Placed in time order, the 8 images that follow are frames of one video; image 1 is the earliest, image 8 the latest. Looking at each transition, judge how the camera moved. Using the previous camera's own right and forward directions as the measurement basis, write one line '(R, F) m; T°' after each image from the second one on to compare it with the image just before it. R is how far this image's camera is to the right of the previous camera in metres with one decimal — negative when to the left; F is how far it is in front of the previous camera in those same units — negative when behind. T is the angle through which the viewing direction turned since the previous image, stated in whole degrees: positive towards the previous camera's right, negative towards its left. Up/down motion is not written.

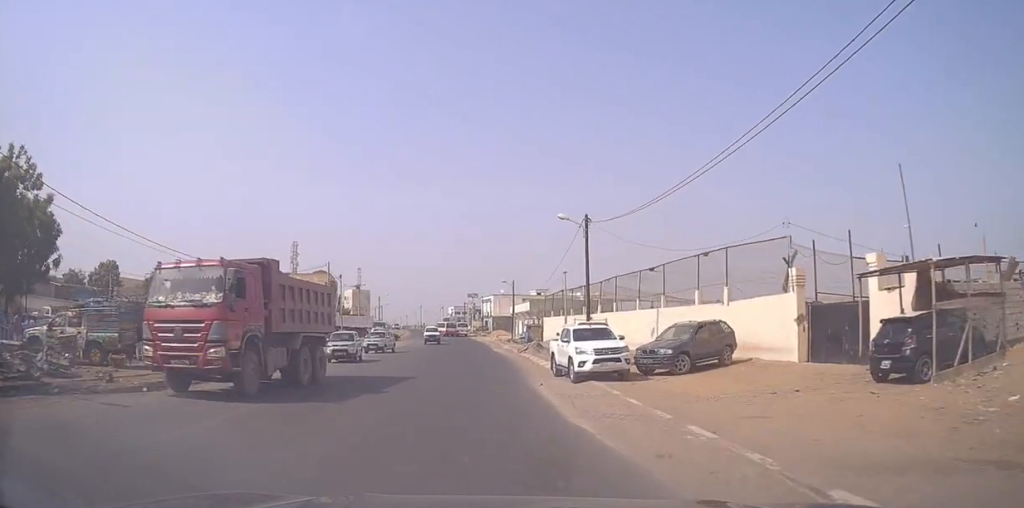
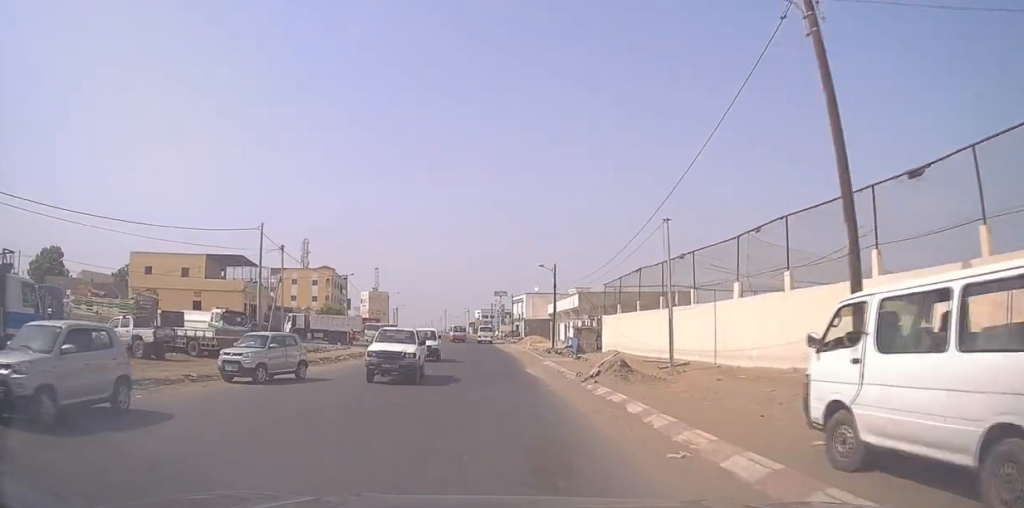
(-0.6, +22.7) m; -3°
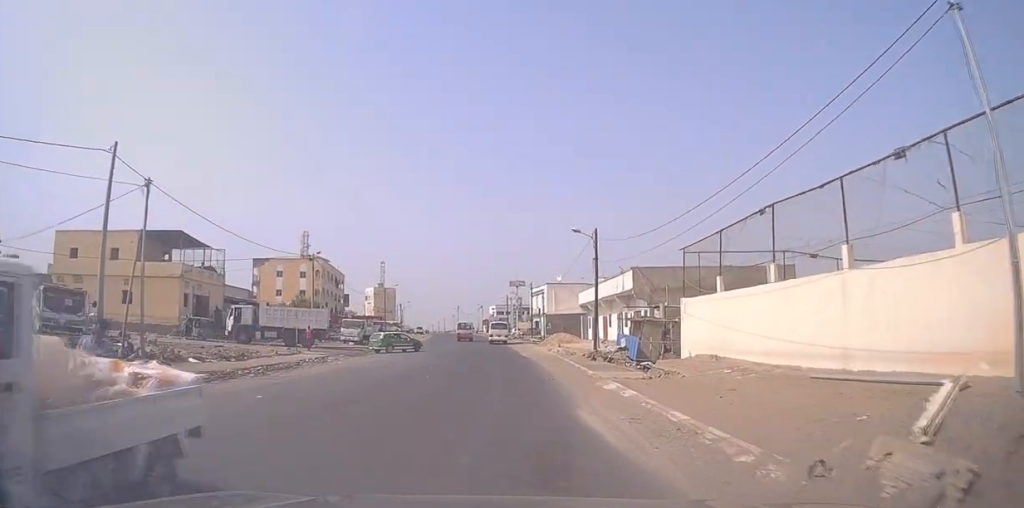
(-0.2, +16.9) m; -2°
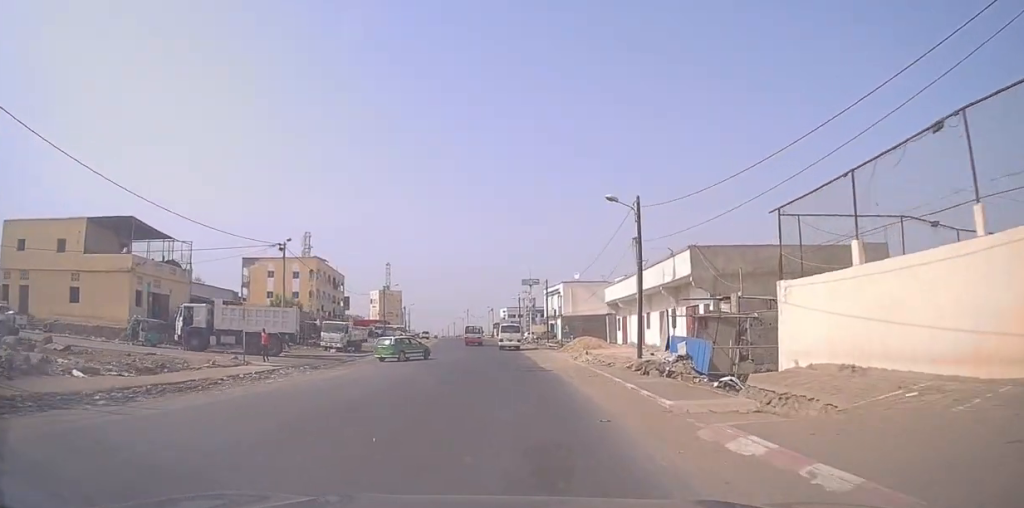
(-0.3, +9.4) m; 0°
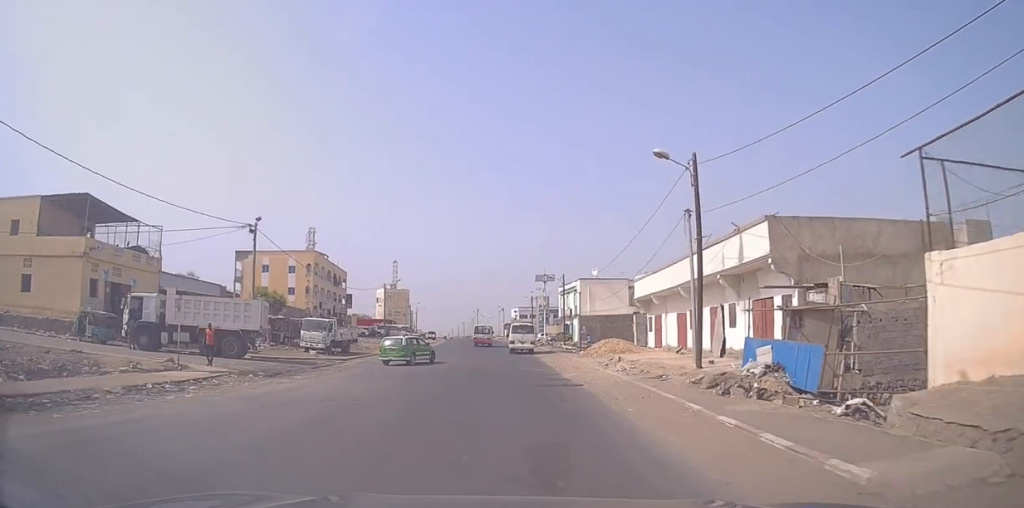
(+0.1, +7.2) m; 0°
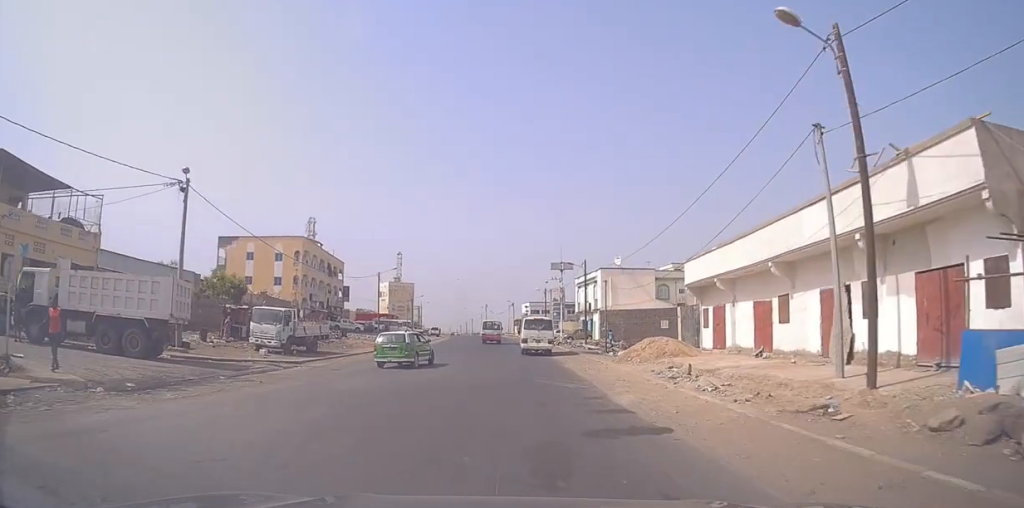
(+0.2, +10.0) m; -1°
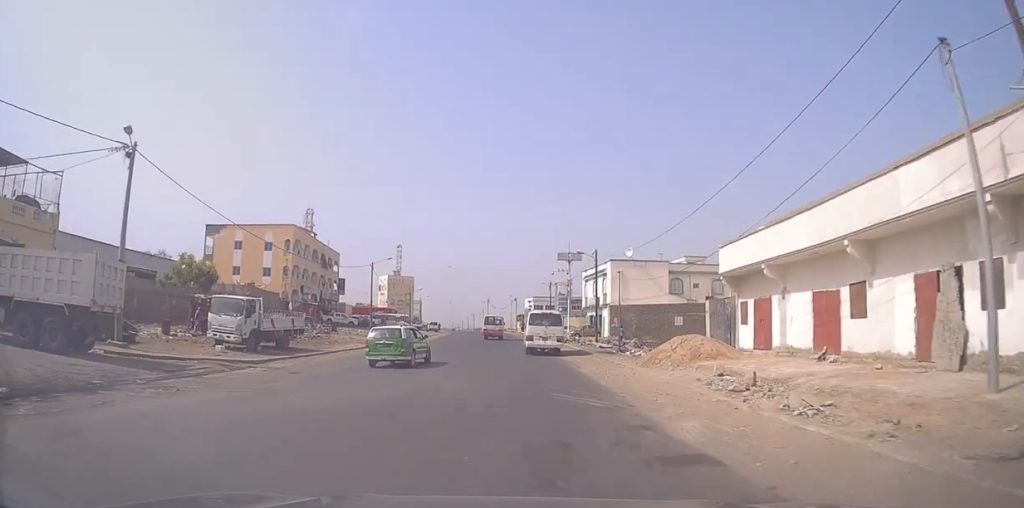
(-0.2, +5.1) m; -2°
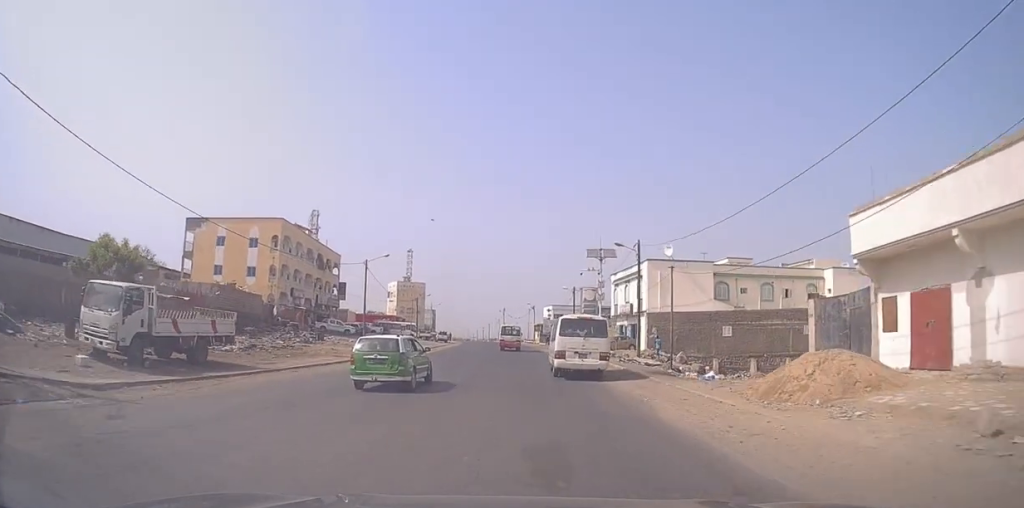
(-0.3, +10.4) m; -2°
